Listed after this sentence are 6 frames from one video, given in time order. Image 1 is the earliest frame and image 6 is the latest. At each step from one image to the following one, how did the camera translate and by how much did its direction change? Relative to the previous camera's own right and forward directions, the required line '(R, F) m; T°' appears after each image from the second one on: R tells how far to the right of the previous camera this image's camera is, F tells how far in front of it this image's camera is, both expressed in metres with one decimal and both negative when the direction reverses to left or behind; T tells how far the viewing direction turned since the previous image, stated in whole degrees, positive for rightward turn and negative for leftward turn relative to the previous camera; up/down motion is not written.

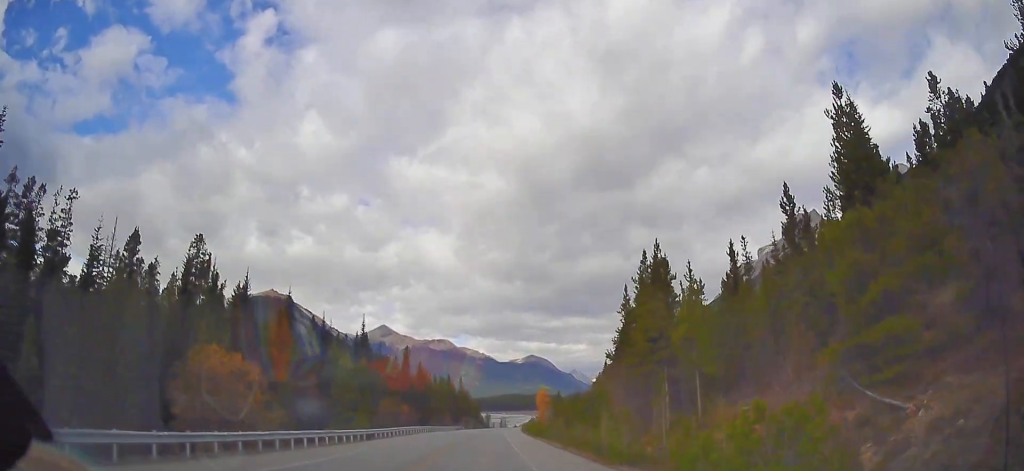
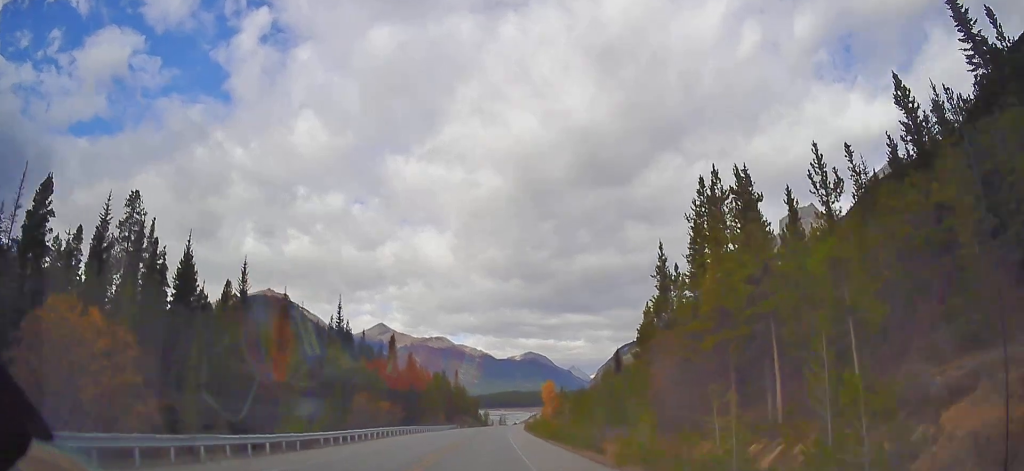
(0.0, +13.7) m; 0°
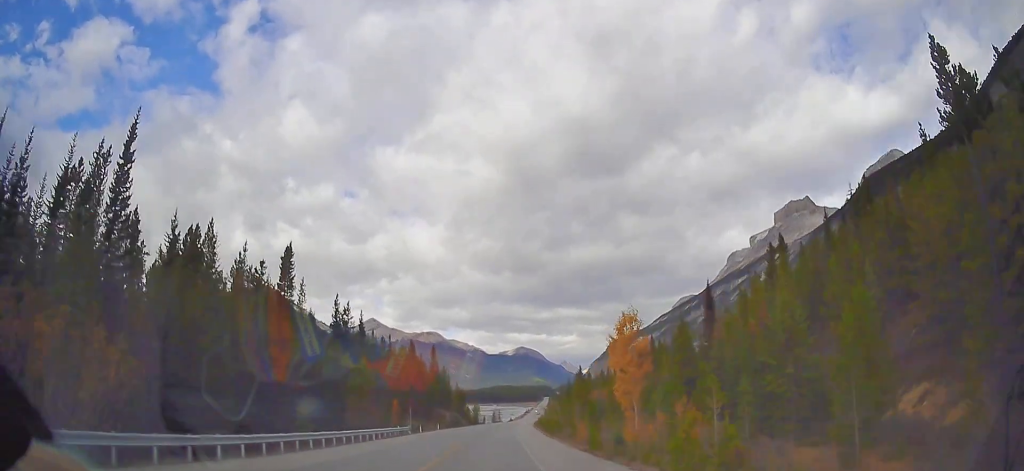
(+0.6, +51.9) m; +1°
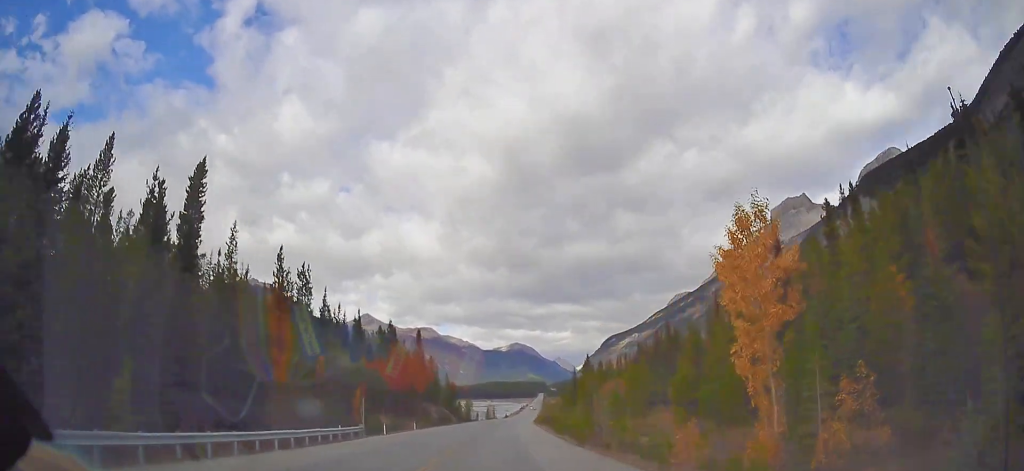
(-0.2, +17.9) m; +1°
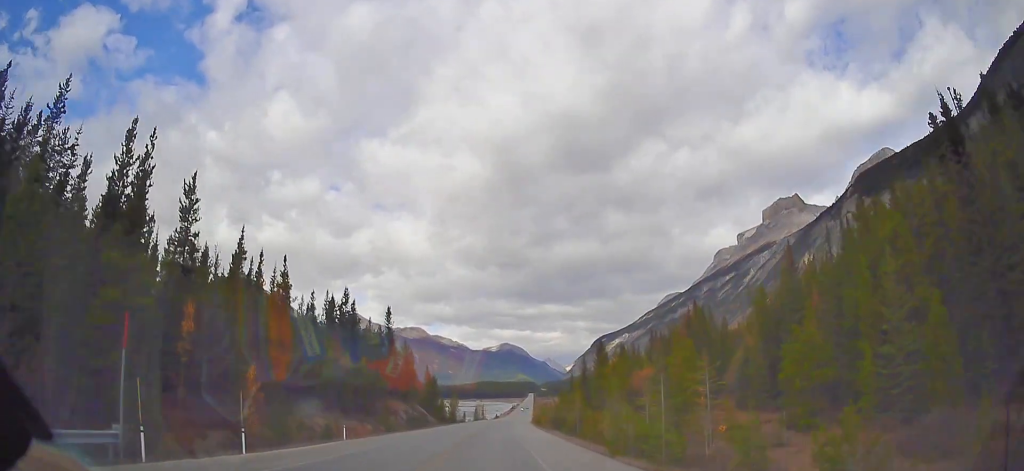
(+0.5, +24.3) m; +1°
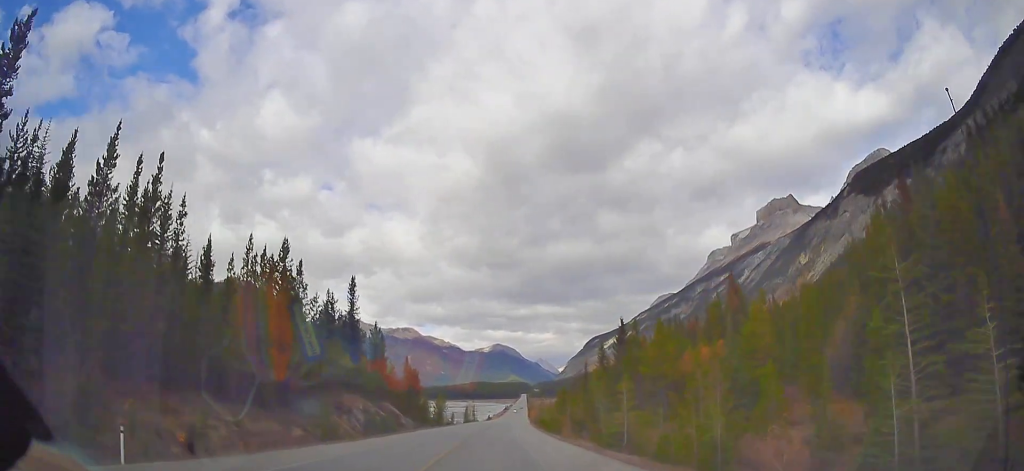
(+0.1, +20.3) m; +1°
